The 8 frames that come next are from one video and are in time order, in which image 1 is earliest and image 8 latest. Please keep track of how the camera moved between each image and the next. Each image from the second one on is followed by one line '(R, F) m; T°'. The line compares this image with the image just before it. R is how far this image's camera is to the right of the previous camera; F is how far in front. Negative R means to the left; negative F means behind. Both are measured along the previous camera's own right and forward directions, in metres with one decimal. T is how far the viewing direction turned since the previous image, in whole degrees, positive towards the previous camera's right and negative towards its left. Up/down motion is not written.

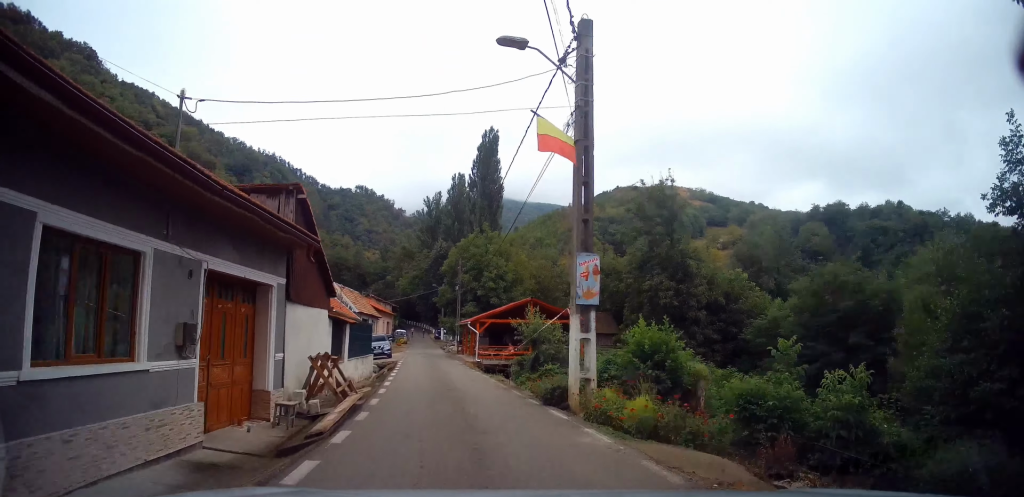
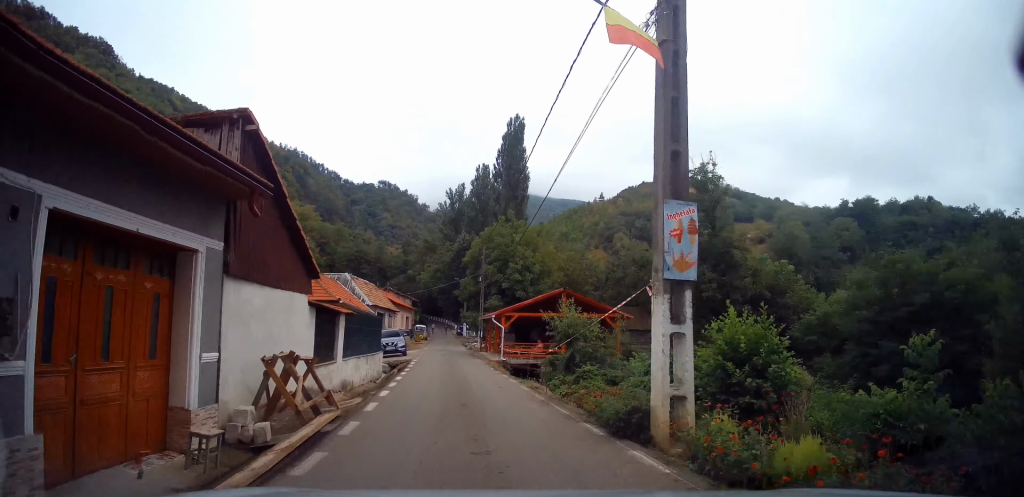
(-0.1, +3.6) m; -1°
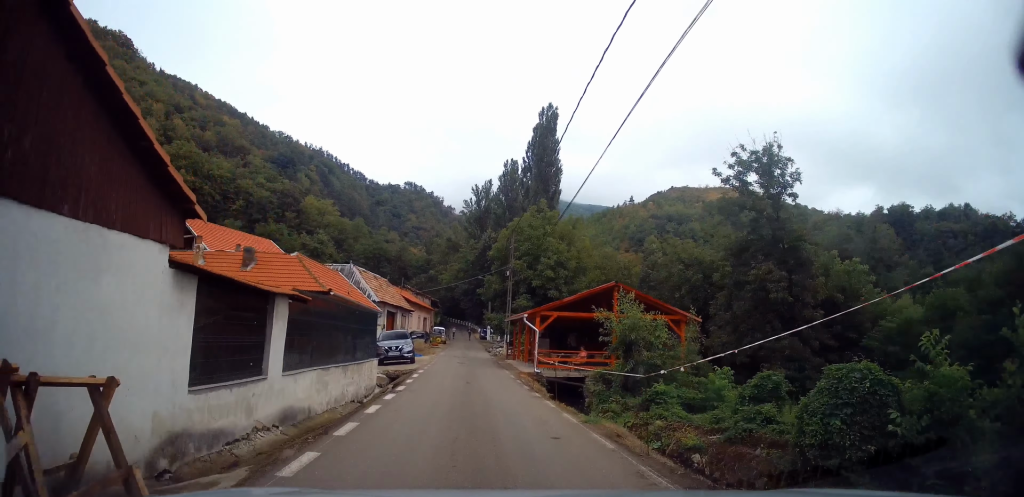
(-0.1, +6.1) m; -1°
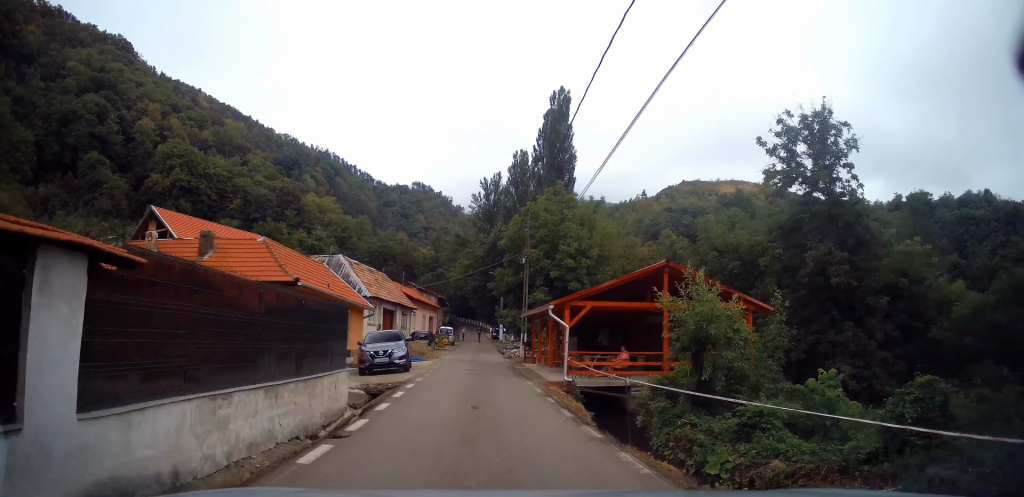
(0.0, +5.2) m; -1°
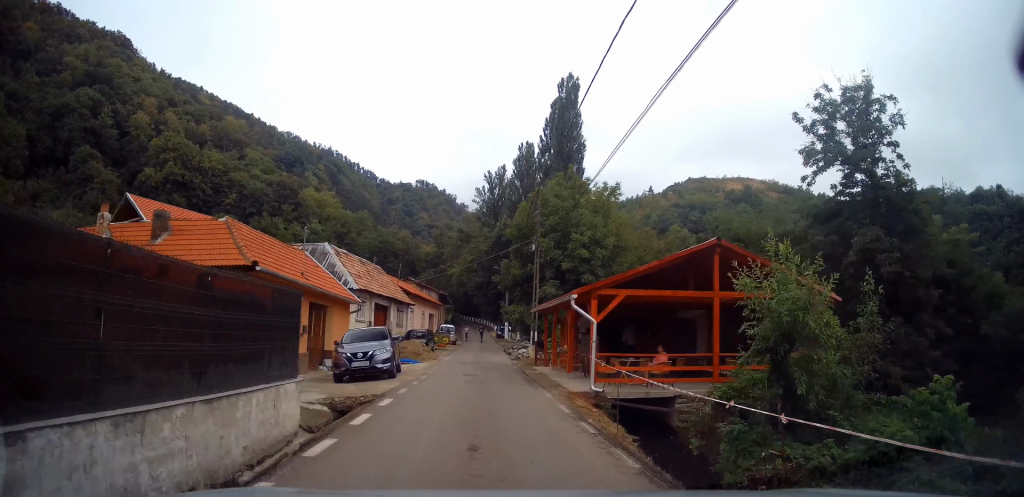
(0.0, +3.6) m; 0°
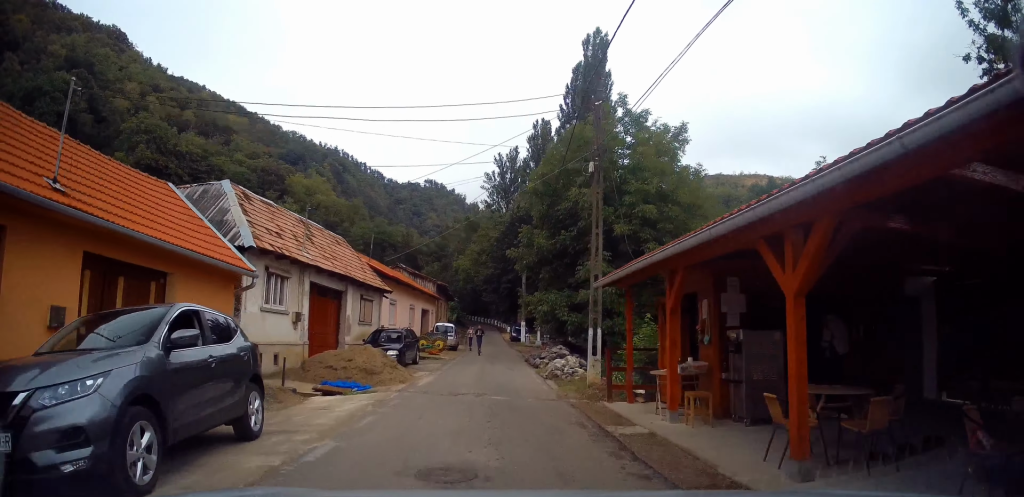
(-0.2, +12.1) m; -2°
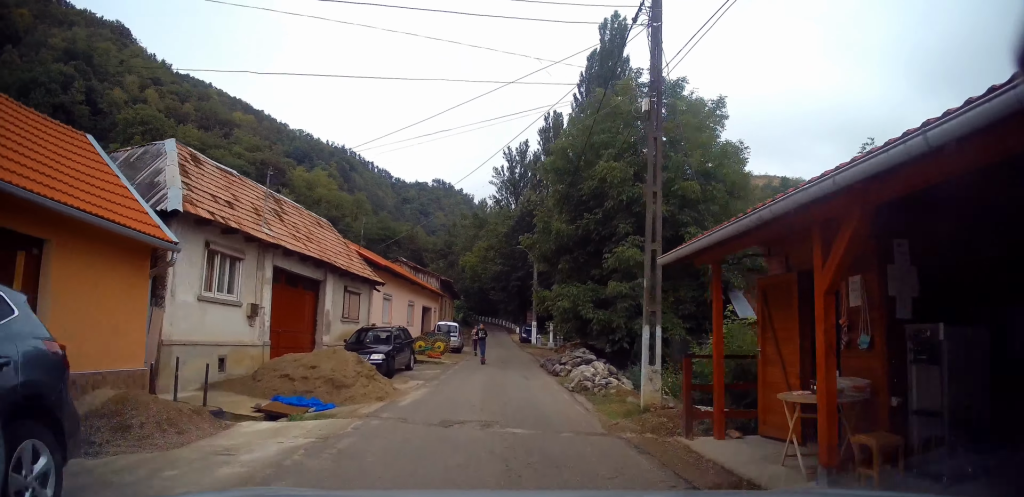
(-0.1, +4.0) m; -1°
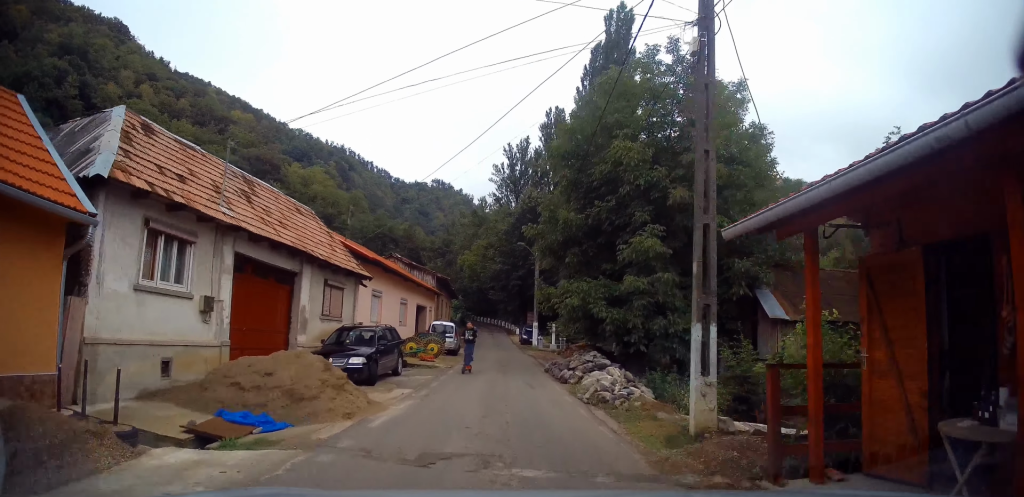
(0.0, +2.4) m; +1°
